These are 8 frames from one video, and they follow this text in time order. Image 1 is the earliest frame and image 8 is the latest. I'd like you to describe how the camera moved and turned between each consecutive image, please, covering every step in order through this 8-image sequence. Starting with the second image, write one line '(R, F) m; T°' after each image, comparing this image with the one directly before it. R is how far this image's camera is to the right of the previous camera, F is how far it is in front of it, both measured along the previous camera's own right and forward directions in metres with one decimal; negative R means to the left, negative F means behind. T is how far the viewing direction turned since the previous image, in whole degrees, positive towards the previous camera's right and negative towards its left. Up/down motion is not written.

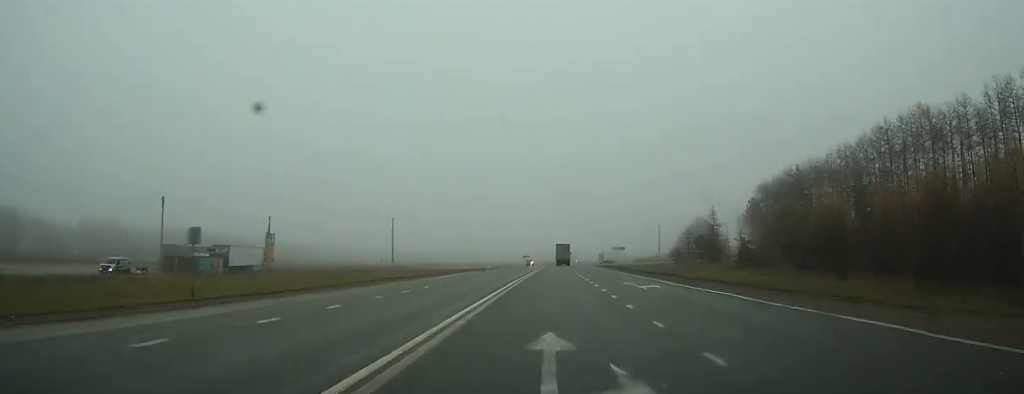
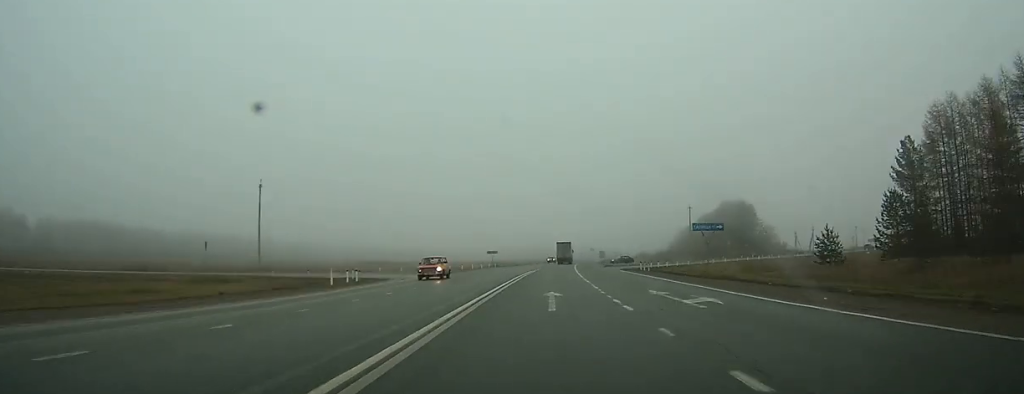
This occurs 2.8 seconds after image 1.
(+1.0, +74.0) m; +2°
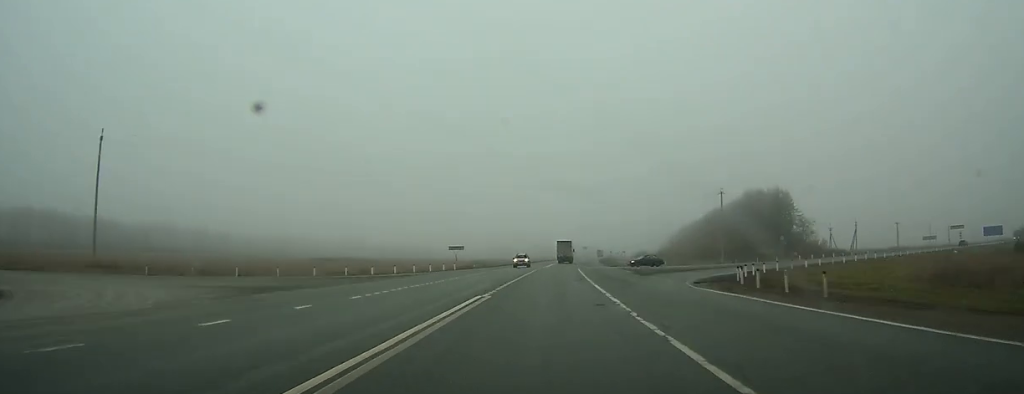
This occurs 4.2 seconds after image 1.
(+0.1, +36.8) m; +1°
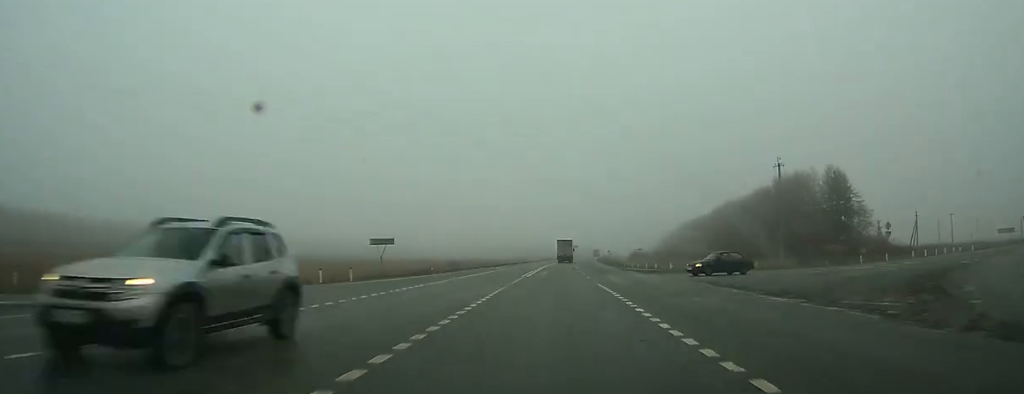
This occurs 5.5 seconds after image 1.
(+0.4, +35.0) m; +1°
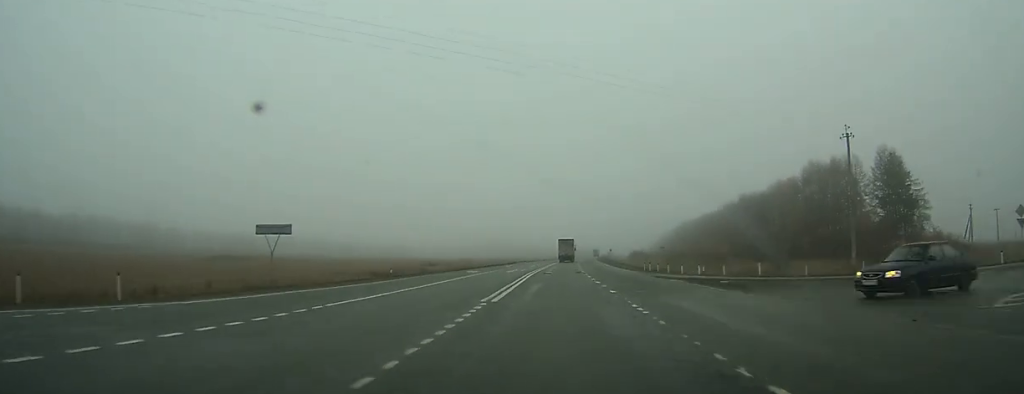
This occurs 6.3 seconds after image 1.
(0.0, +21.0) m; +1°
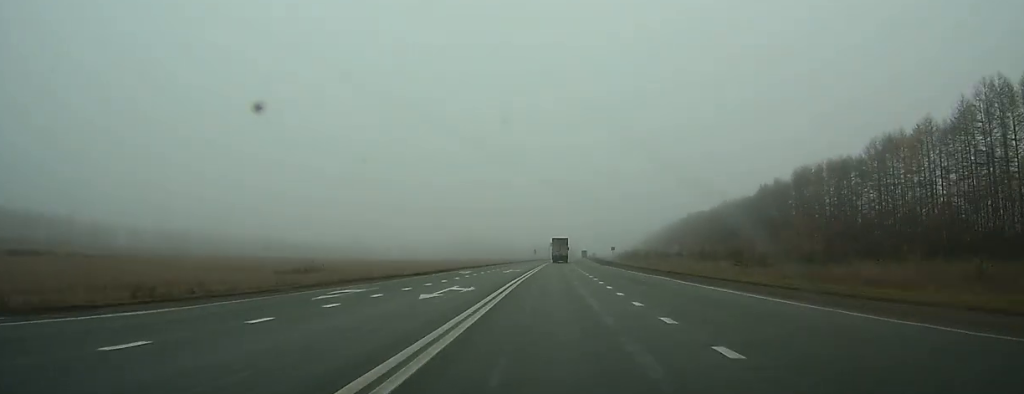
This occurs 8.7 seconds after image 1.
(+1.2, +61.7) m; +2°
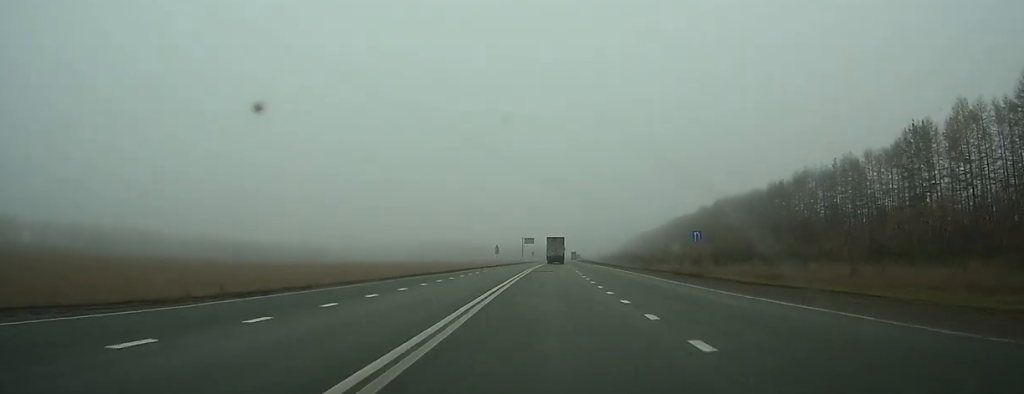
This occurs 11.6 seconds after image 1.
(+1.9, +77.8) m; +2°
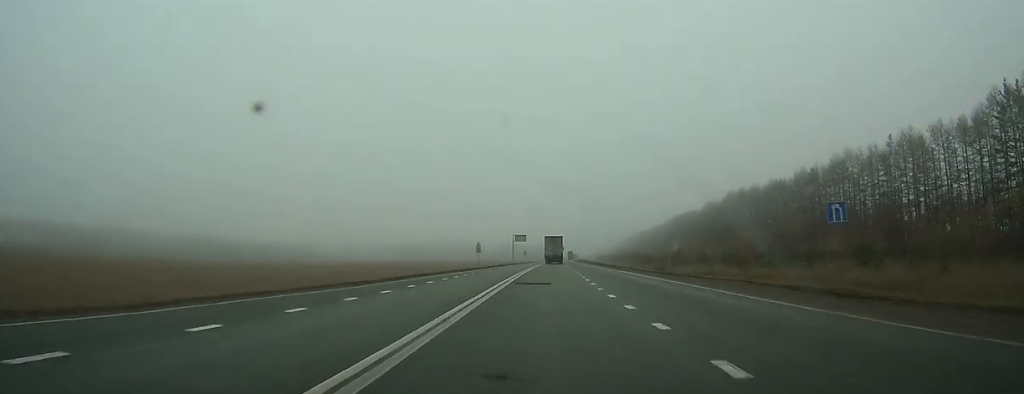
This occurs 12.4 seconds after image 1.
(0.0, +21.2) m; 0°
